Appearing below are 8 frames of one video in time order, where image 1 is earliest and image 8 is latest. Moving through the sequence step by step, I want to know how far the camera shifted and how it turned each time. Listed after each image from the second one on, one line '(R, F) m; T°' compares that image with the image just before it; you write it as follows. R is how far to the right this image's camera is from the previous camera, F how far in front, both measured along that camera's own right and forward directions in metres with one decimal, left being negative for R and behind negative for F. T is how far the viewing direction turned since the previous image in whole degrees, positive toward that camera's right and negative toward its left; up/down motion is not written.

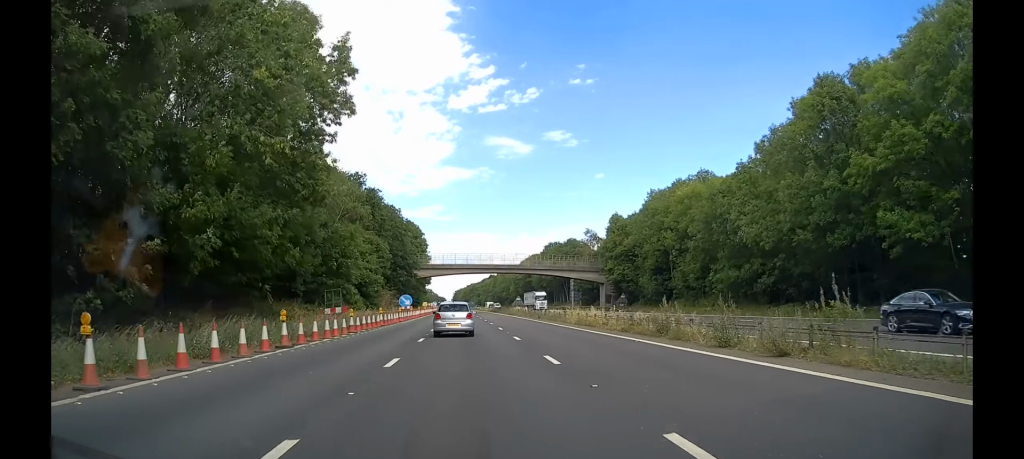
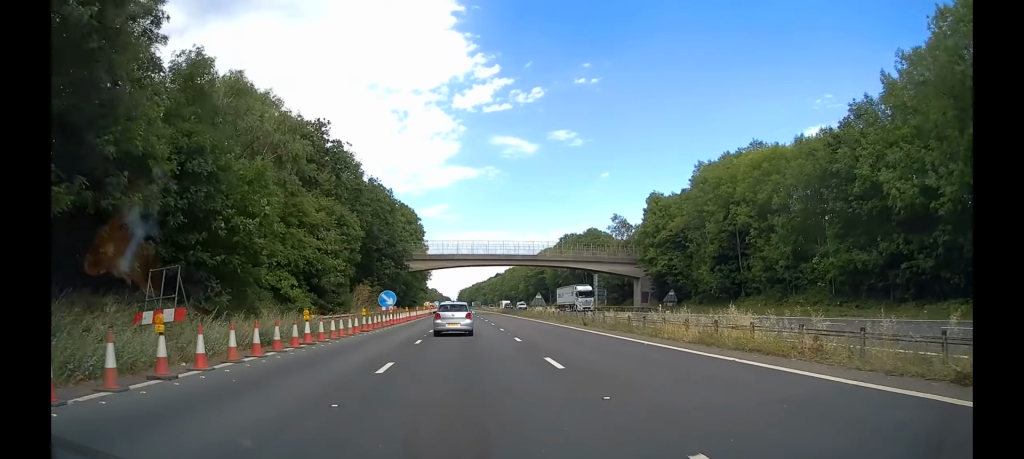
(0.0, +18.5) m; -1°
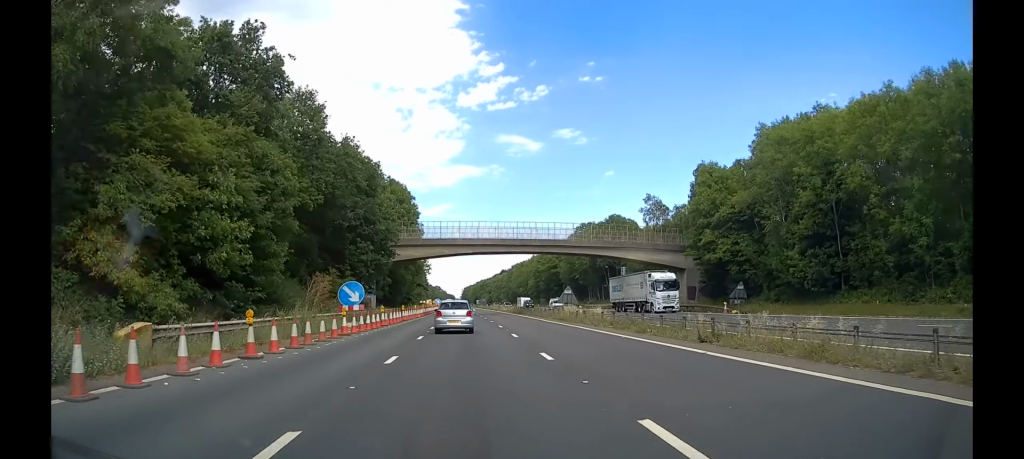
(-0.2, +16.5) m; -1°
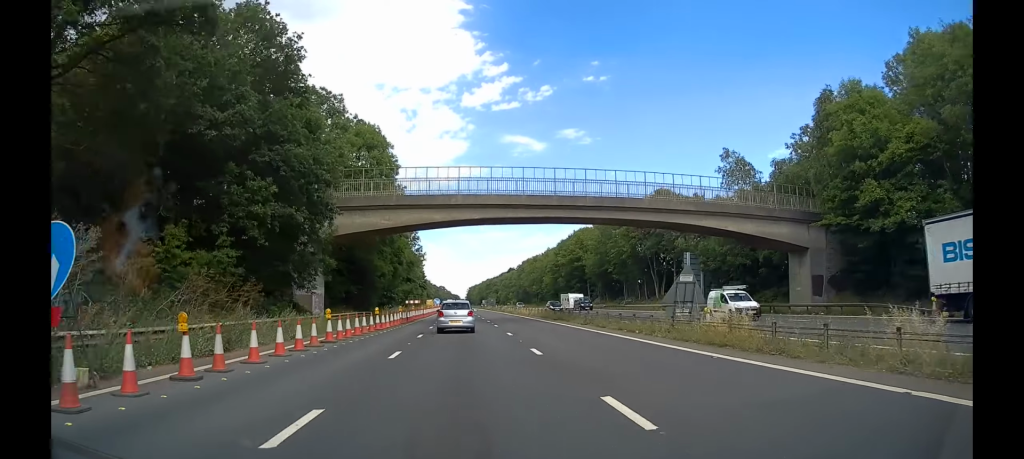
(-0.1, +25.3) m; -1°
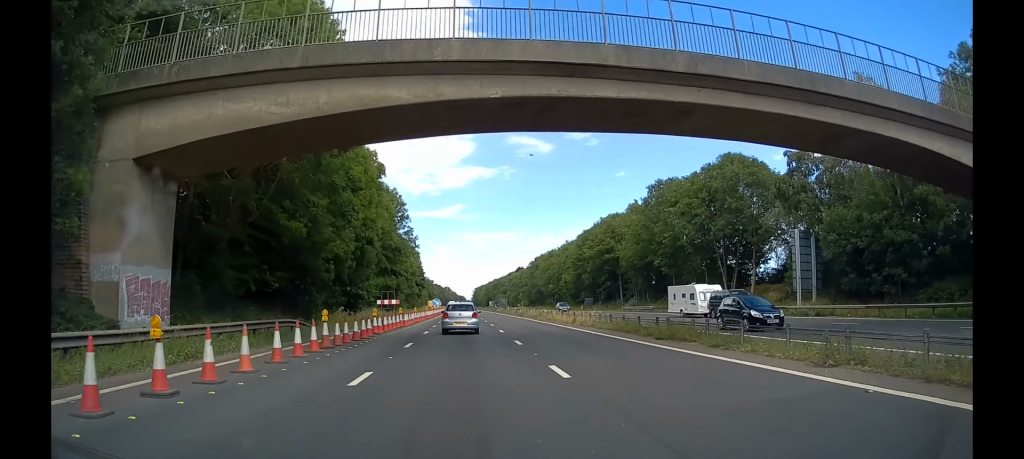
(-0.2, +22.3) m; 0°
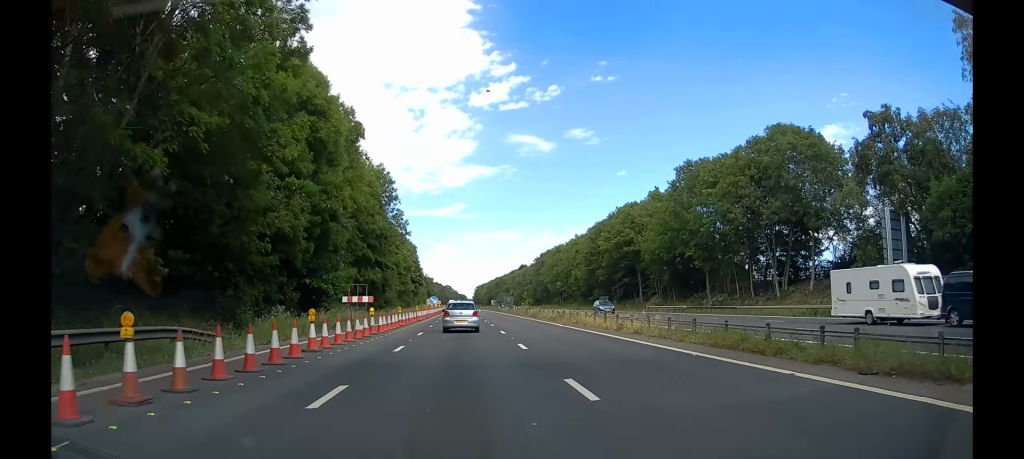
(0.0, +11.1) m; 0°
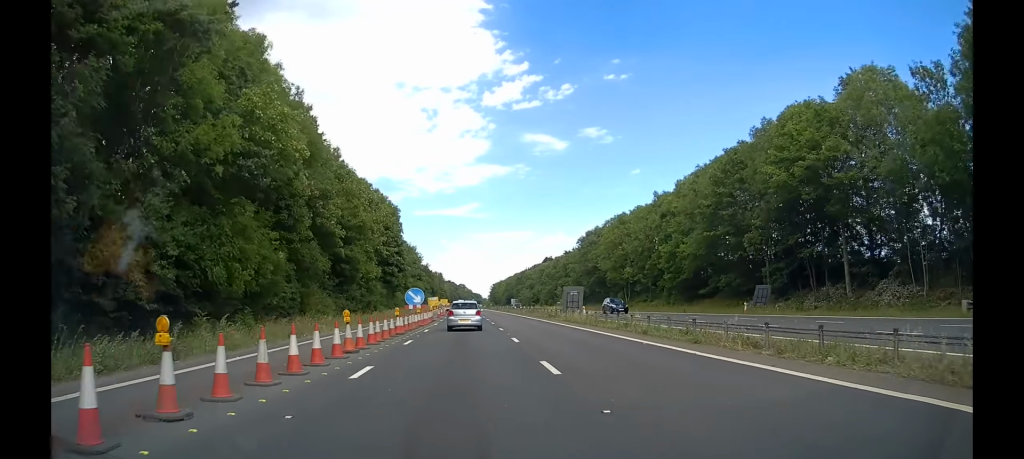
(-0.5, +50.1) m; -1°
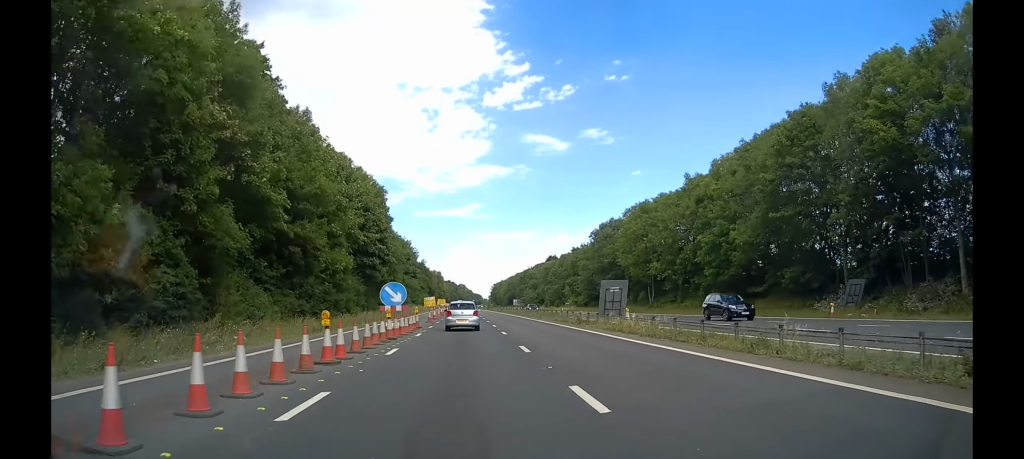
(-0.1, +12.7) m; 0°
